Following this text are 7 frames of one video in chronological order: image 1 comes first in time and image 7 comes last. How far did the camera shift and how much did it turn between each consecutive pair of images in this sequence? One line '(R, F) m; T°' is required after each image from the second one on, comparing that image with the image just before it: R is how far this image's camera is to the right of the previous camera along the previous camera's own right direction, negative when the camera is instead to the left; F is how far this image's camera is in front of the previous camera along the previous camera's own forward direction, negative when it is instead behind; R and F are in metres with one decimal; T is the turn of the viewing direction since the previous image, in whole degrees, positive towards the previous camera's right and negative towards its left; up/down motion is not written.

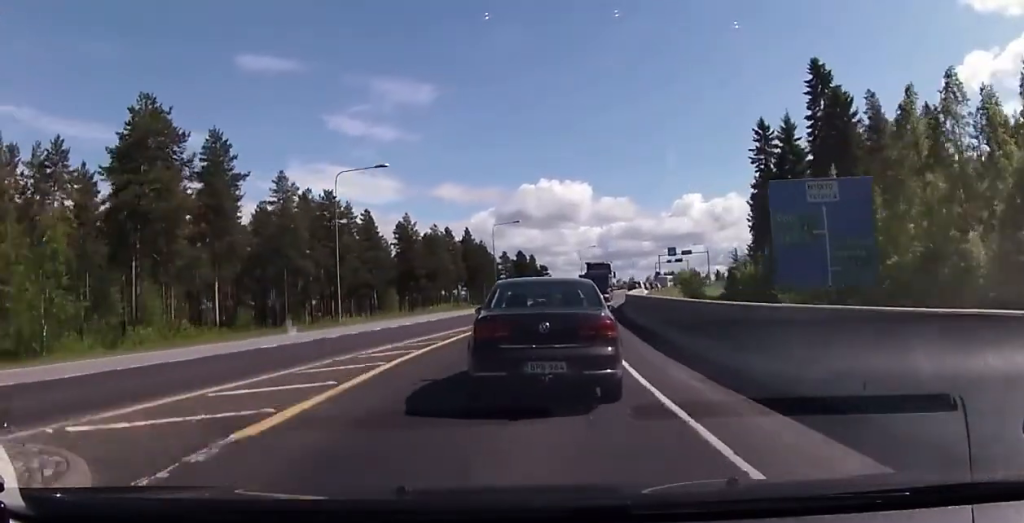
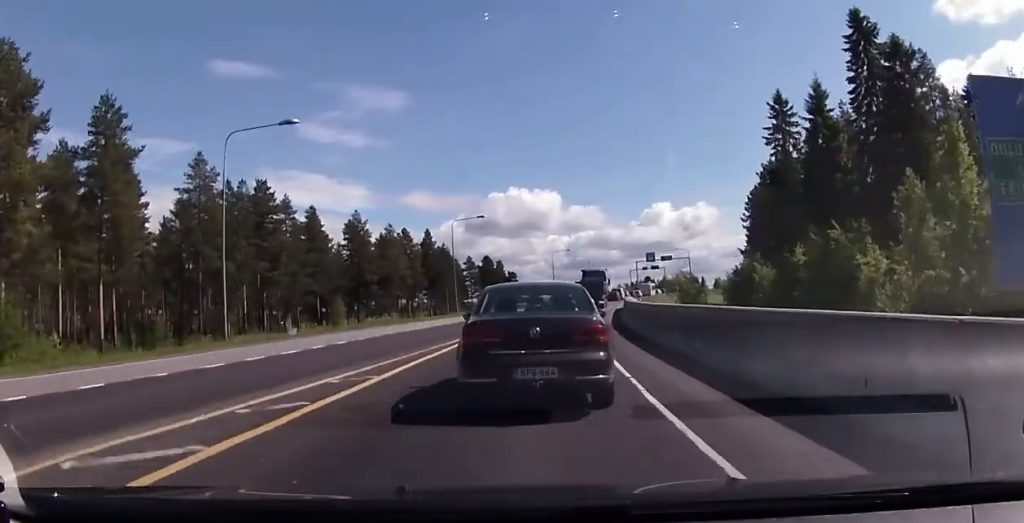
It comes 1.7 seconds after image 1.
(+0.4, +12.2) m; +2°
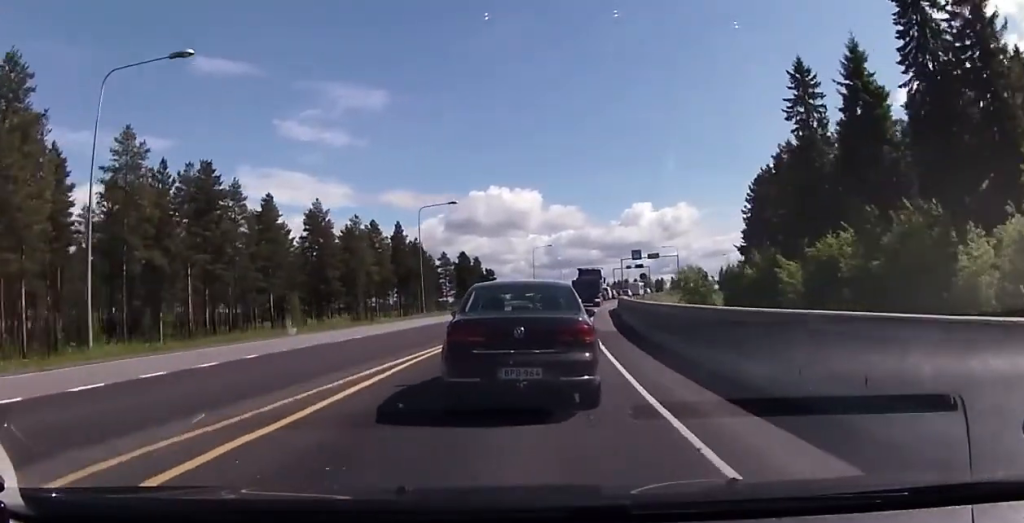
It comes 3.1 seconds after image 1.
(+0.2, +8.5) m; 0°
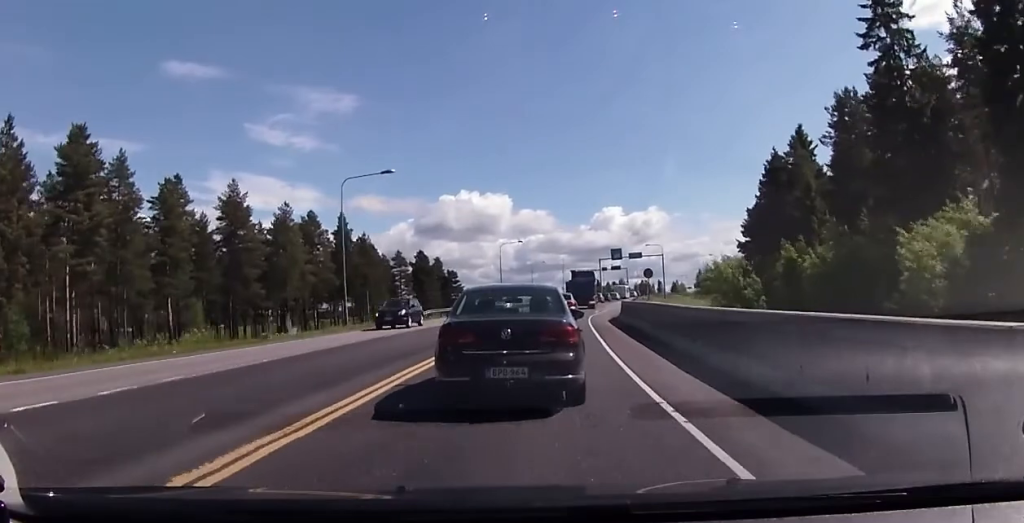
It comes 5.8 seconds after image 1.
(+0.2, +16.2) m; +5°
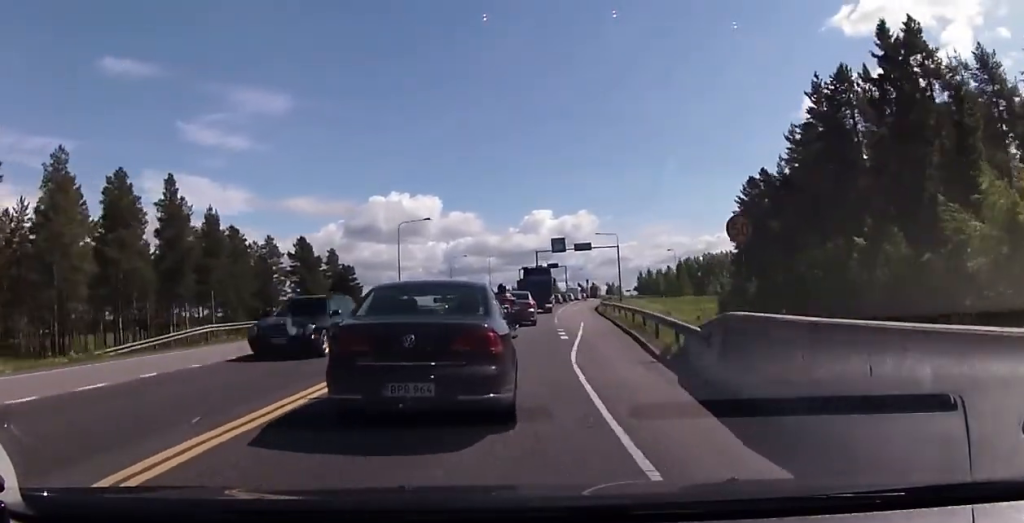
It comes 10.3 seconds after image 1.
(+2.6, +30.5) m; +8°
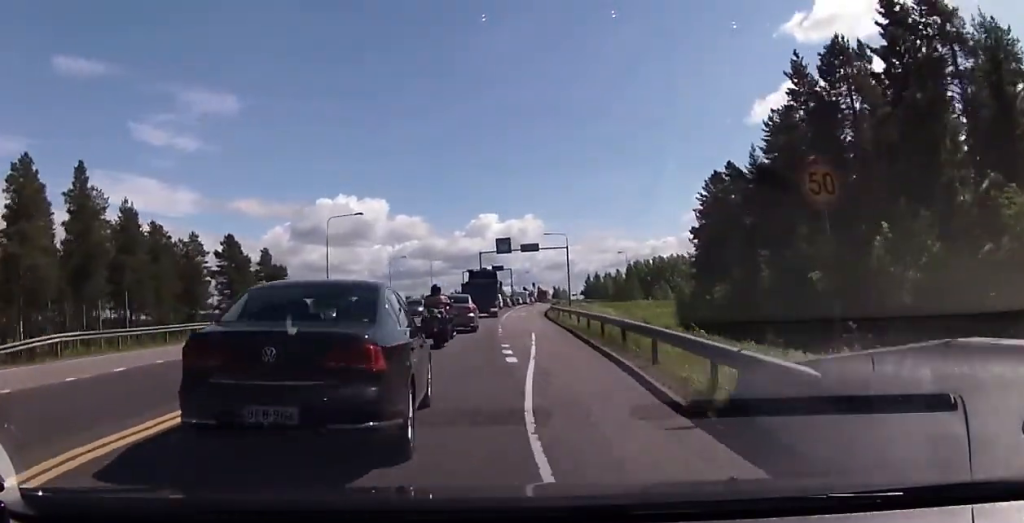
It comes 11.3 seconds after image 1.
(0.0, +8.1) m; +2°
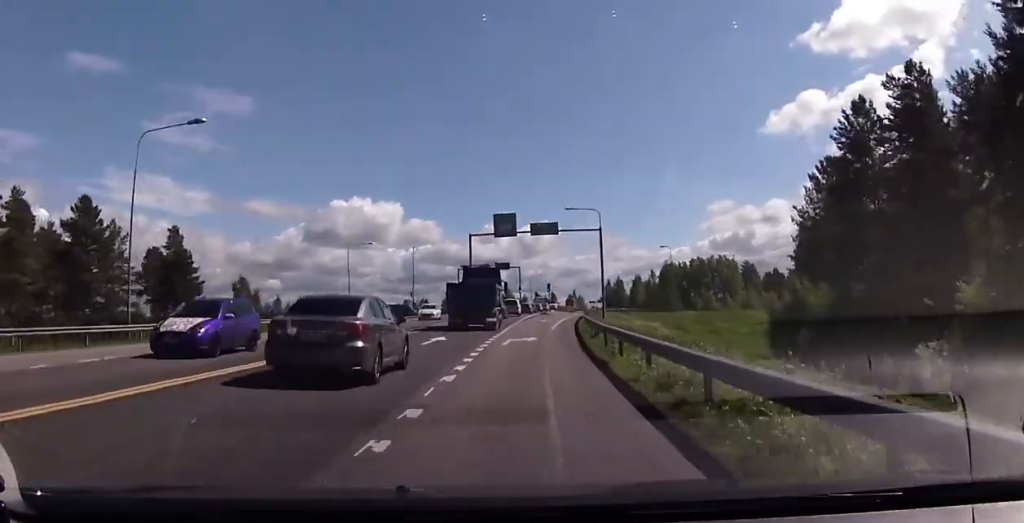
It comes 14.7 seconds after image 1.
(+0.8, +36.3) m; +1°
